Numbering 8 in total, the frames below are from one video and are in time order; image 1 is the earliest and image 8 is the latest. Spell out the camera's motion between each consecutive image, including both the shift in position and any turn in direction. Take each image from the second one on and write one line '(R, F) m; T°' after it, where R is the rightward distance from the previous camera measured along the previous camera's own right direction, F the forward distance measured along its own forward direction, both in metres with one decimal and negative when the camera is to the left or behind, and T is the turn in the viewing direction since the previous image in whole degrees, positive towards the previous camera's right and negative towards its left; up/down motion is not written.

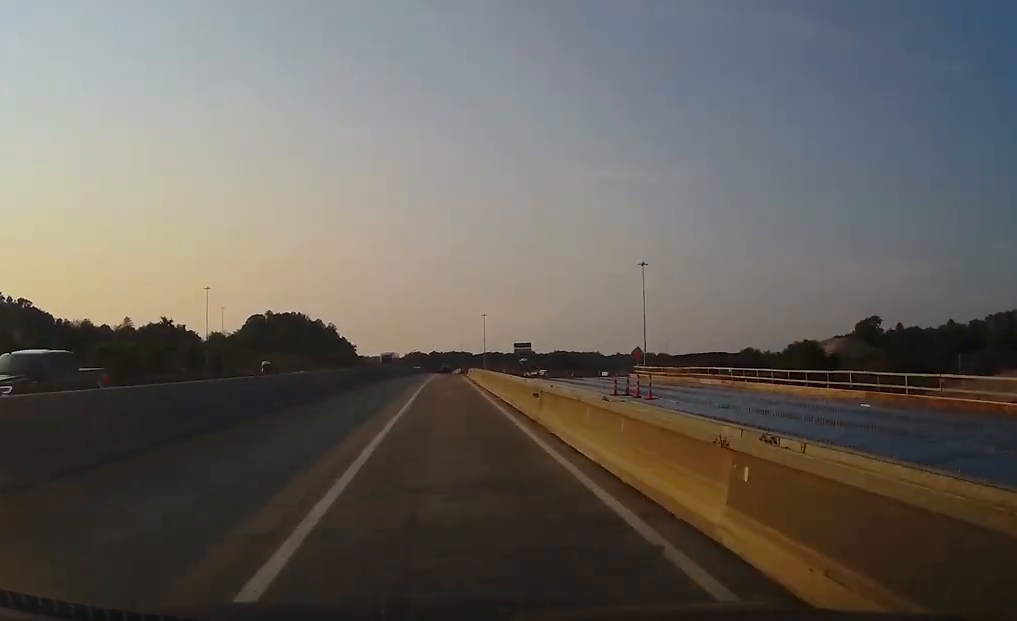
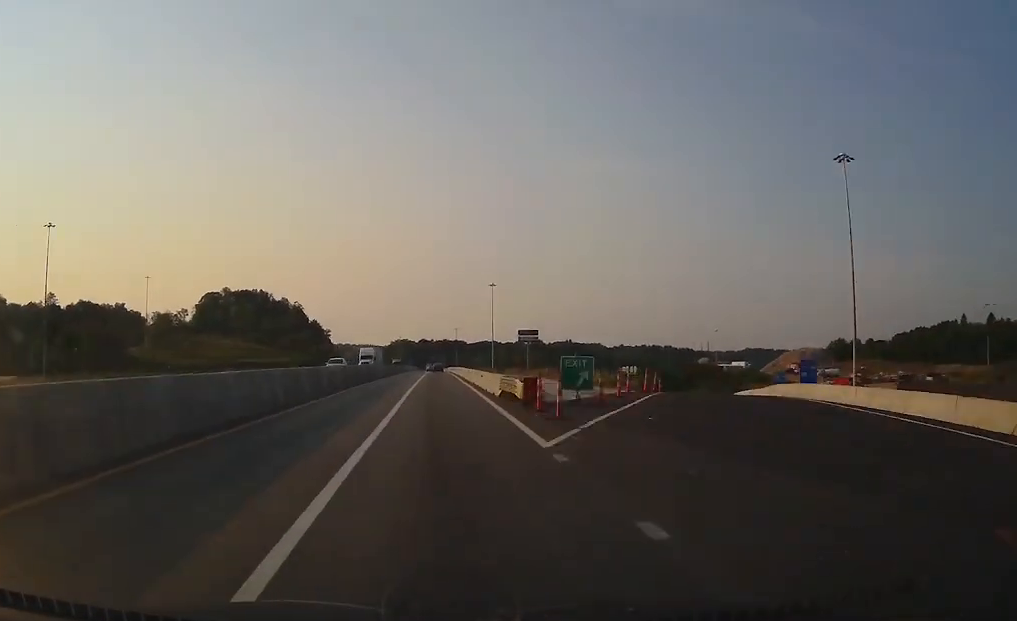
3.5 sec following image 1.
(+1.7, +99.7) m; +1°
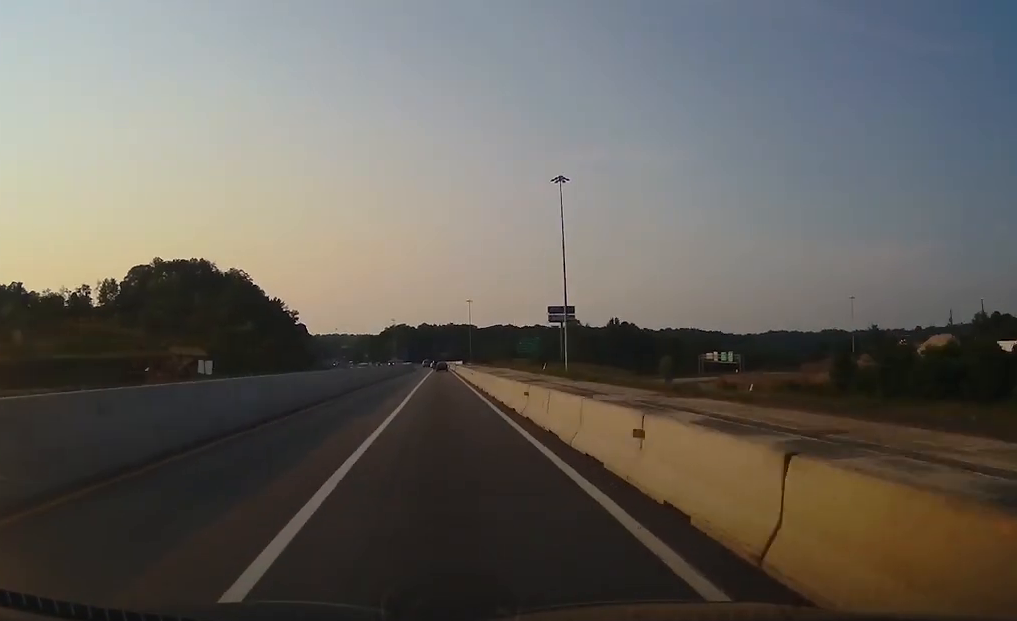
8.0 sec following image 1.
(-0.2, +130.6) m; 0°
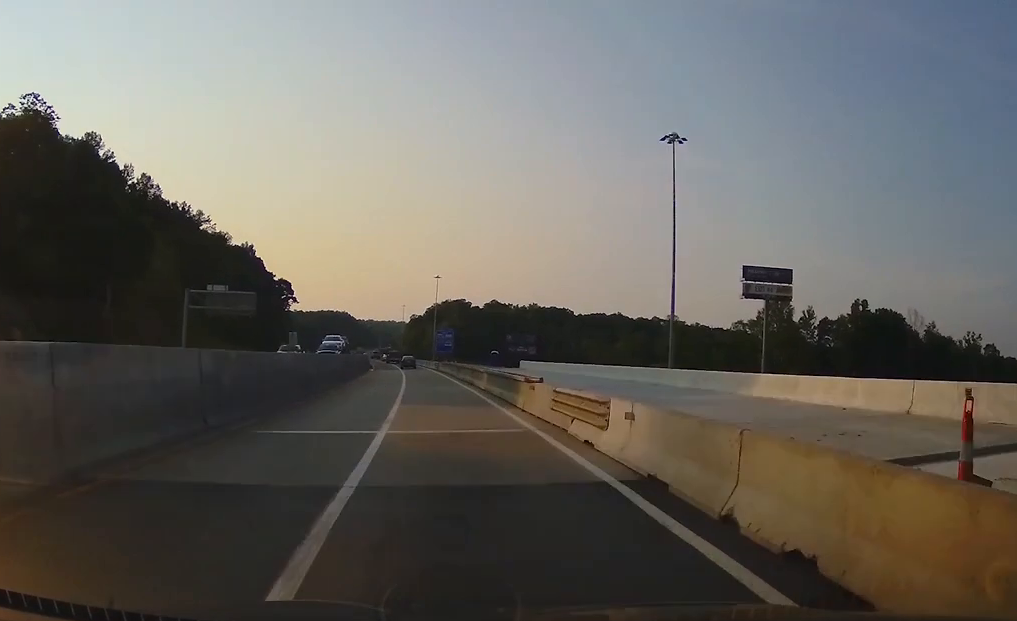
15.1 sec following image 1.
(-9.4, +204.1) m; -8°
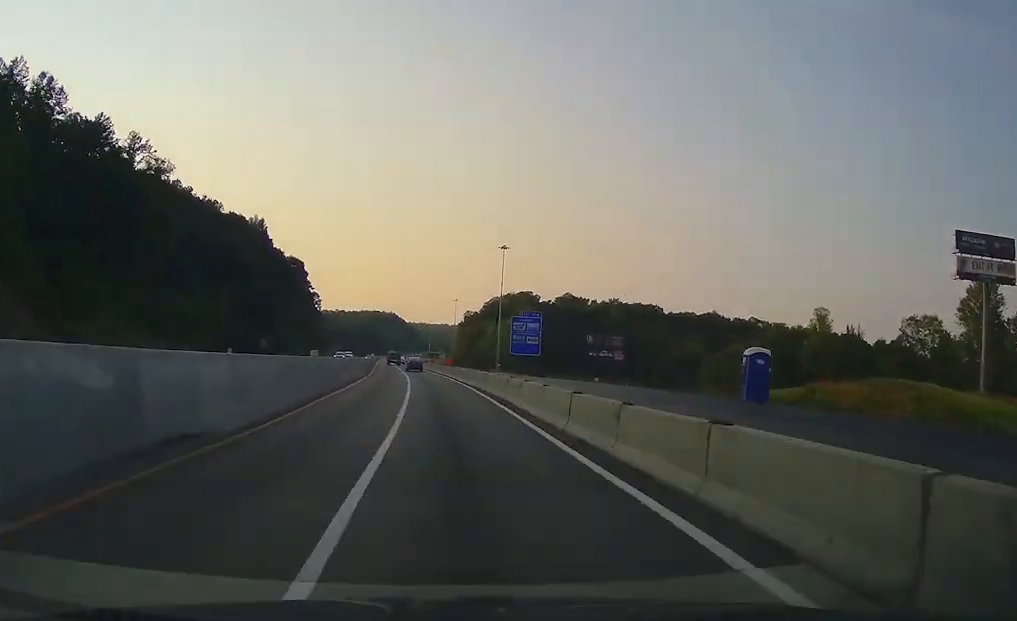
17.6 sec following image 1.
(-2.3, +73.6) m; -4°
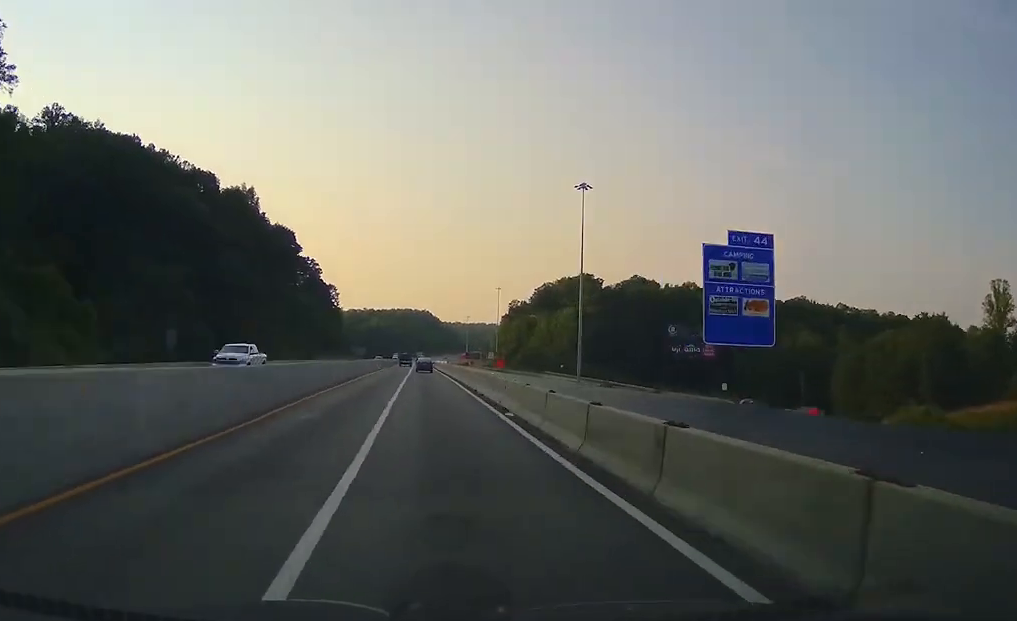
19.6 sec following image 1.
(-2.2, +58.3) m; -1°
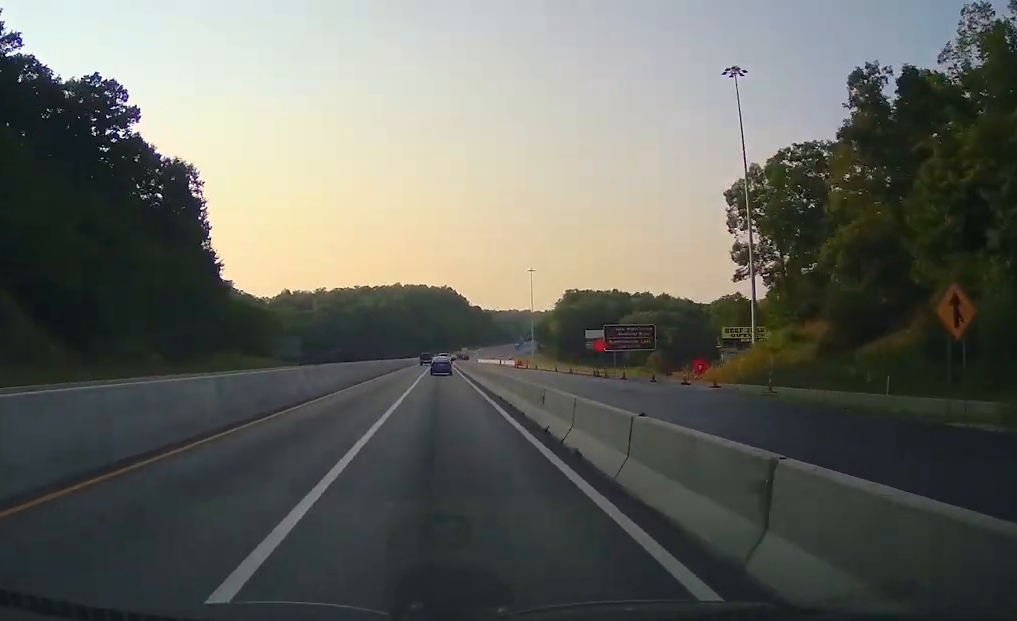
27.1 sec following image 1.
(-3.9, +217.0) m; -1°
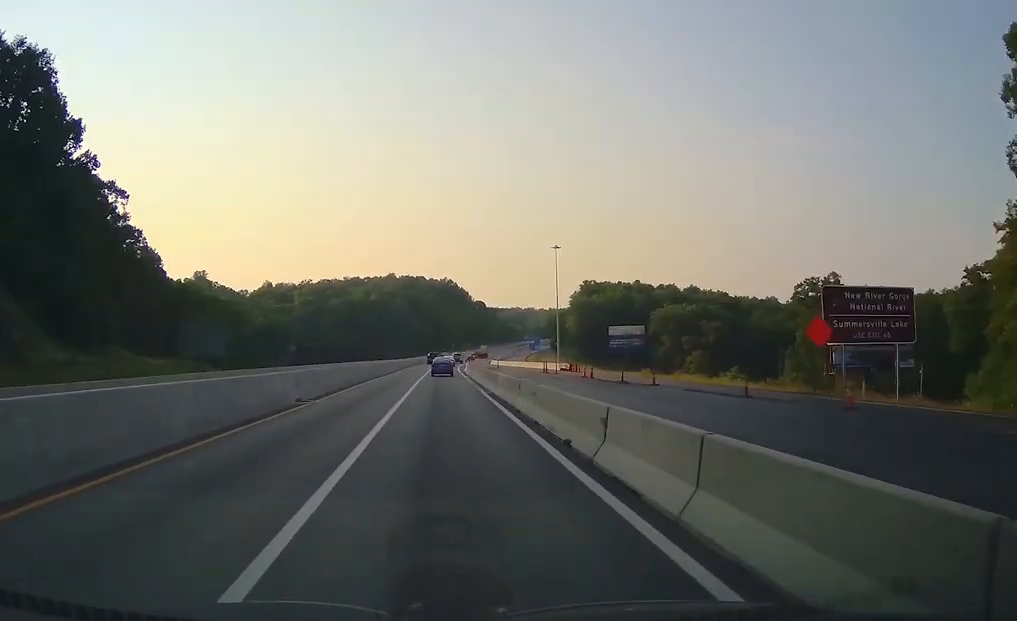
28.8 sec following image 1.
(-0.4, +50.2) m; 0°
